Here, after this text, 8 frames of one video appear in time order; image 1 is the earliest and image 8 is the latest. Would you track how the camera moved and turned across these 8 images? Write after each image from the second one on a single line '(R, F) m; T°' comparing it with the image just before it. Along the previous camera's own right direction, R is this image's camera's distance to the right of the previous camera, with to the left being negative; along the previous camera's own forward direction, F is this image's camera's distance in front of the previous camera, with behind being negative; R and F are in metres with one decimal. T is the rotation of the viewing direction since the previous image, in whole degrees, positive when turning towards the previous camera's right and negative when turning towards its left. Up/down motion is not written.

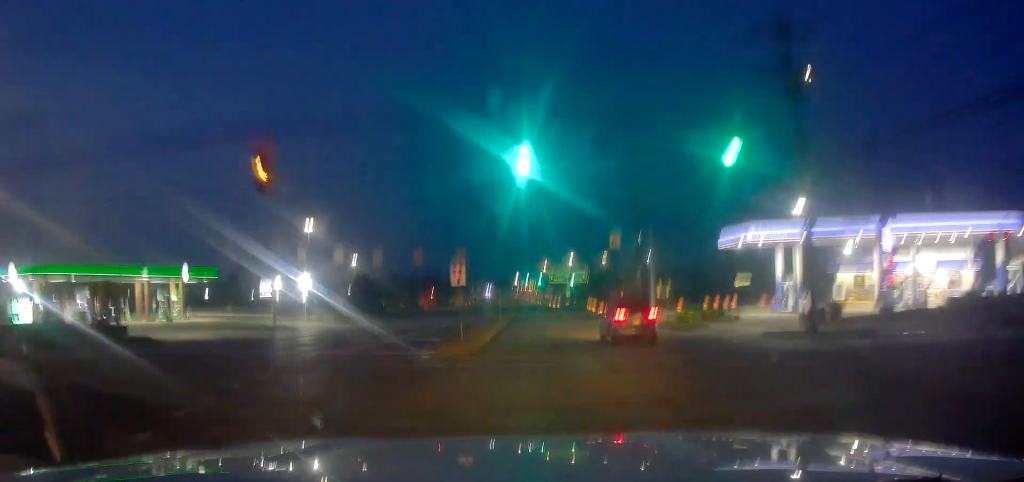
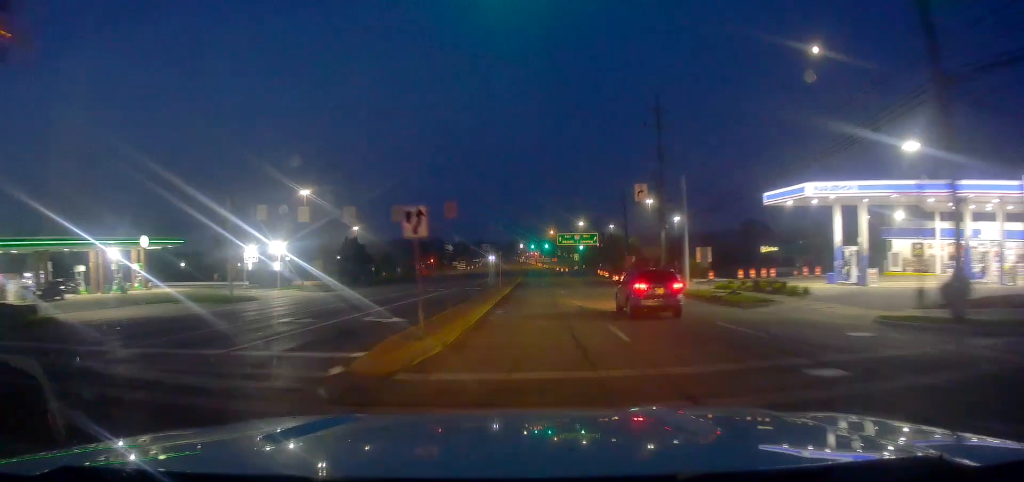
(-0.2, +9.5) m; 0°
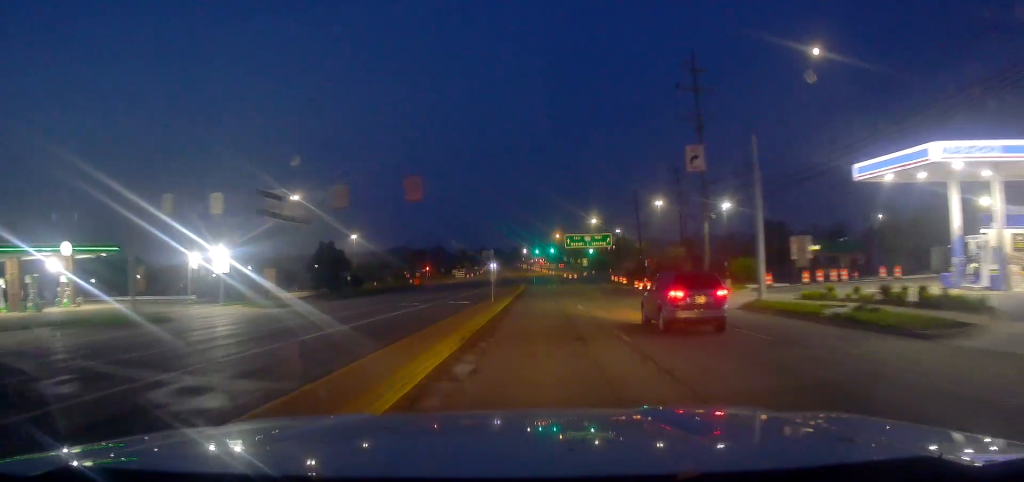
(+0.2, +13.4) m; -1°
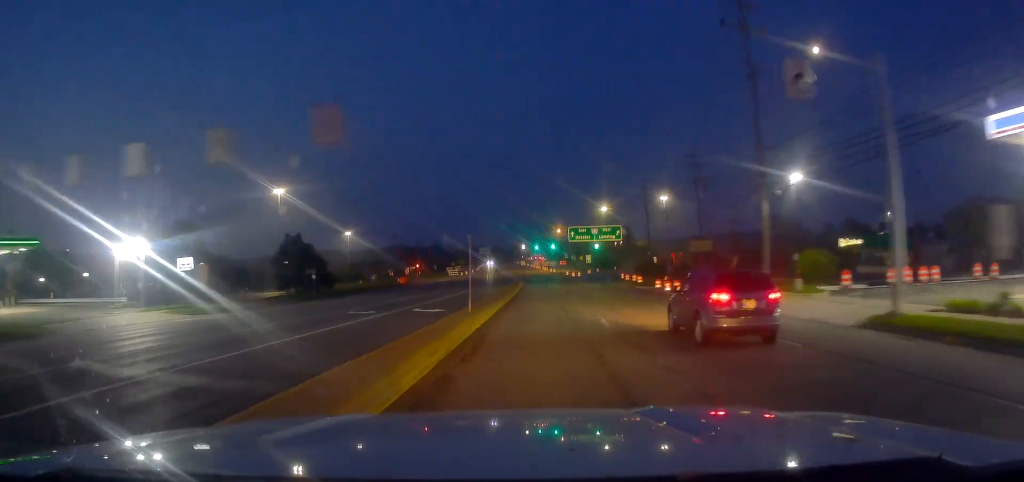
(0.0, +11.7) m; -1°
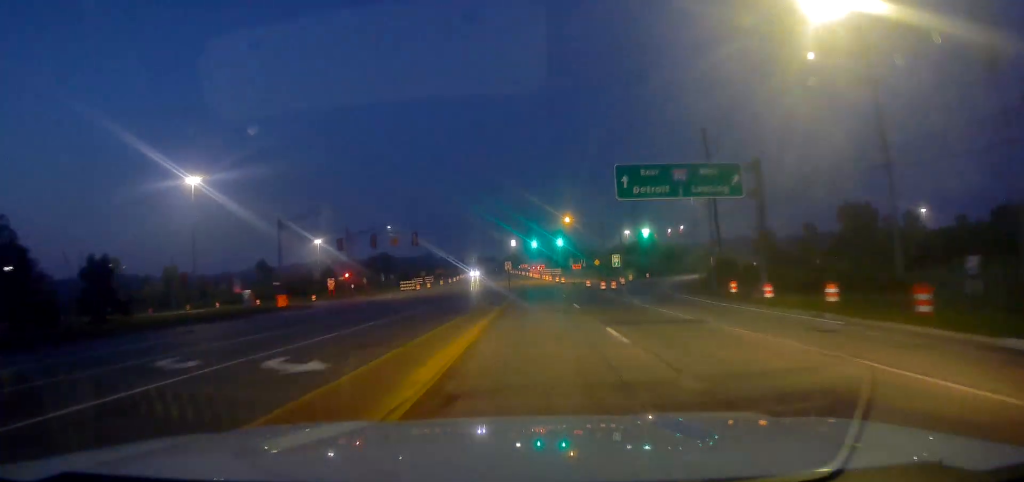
(0.0, +49.8) m; +2°
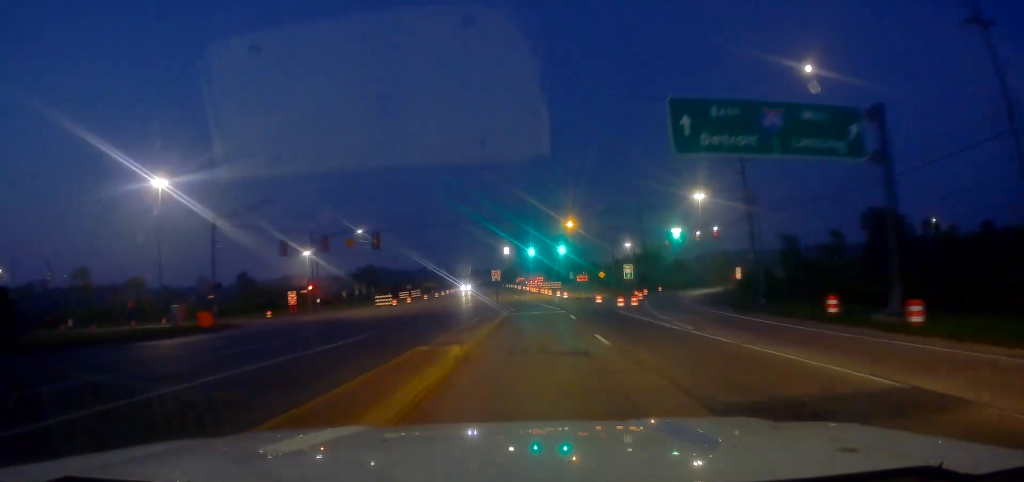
(-0.2, +13.7) m; 0°
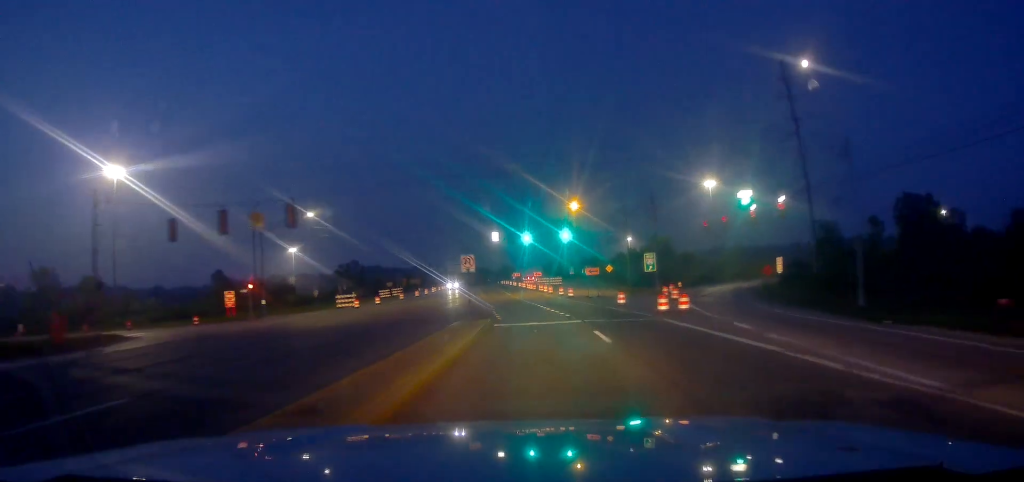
(0.0, +15.6) m; -1°
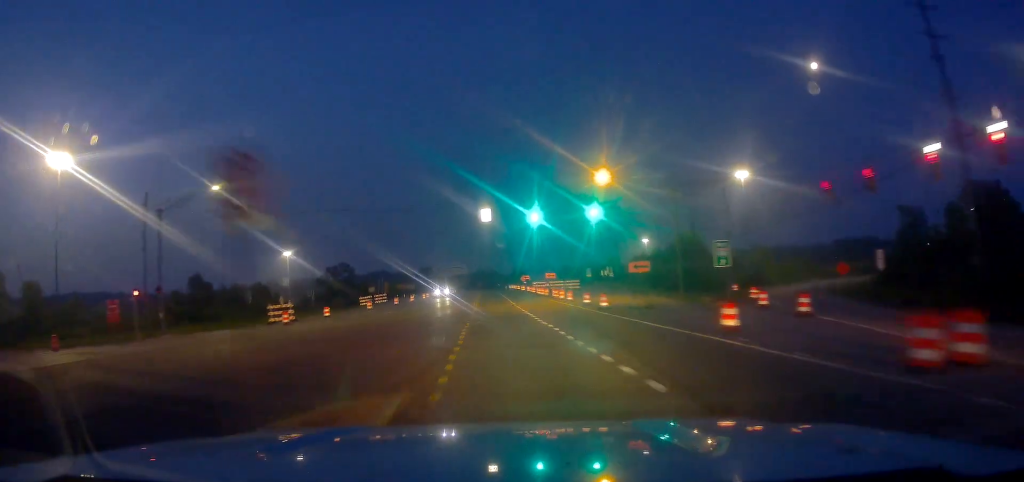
(-0.2, +20.2) m; -2°
